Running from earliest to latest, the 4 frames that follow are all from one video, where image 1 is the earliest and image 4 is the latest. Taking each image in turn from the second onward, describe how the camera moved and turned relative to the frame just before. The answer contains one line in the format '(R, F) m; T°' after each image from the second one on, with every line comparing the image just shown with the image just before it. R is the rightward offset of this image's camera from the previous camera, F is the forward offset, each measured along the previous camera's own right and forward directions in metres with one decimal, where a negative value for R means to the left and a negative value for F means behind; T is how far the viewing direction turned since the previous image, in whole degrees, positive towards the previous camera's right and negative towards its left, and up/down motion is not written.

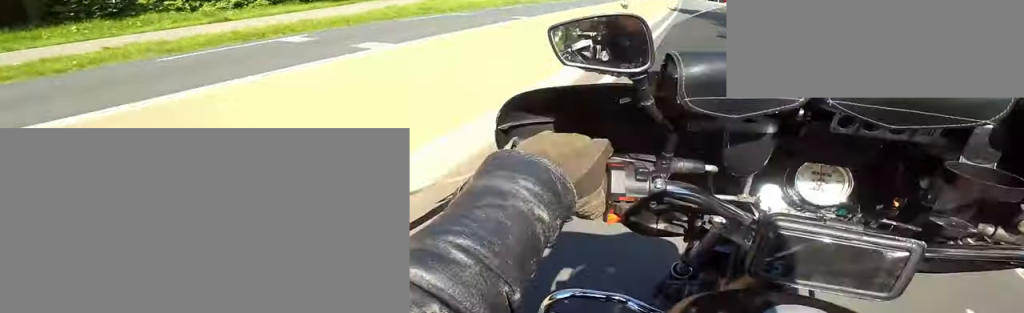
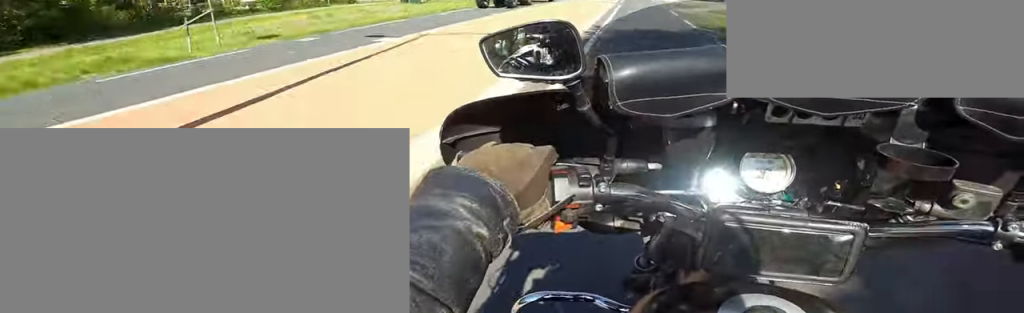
(-1.2, +18.2) m; 0°
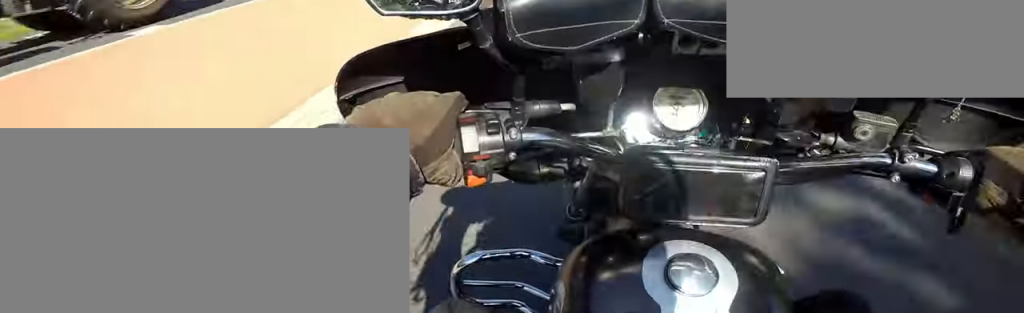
(+0.5, +10.4) m; +3°
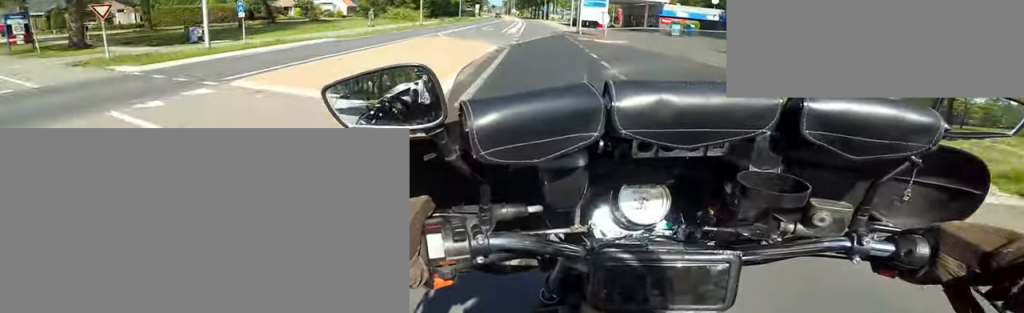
(+0.3, +13.5) m; 0°
